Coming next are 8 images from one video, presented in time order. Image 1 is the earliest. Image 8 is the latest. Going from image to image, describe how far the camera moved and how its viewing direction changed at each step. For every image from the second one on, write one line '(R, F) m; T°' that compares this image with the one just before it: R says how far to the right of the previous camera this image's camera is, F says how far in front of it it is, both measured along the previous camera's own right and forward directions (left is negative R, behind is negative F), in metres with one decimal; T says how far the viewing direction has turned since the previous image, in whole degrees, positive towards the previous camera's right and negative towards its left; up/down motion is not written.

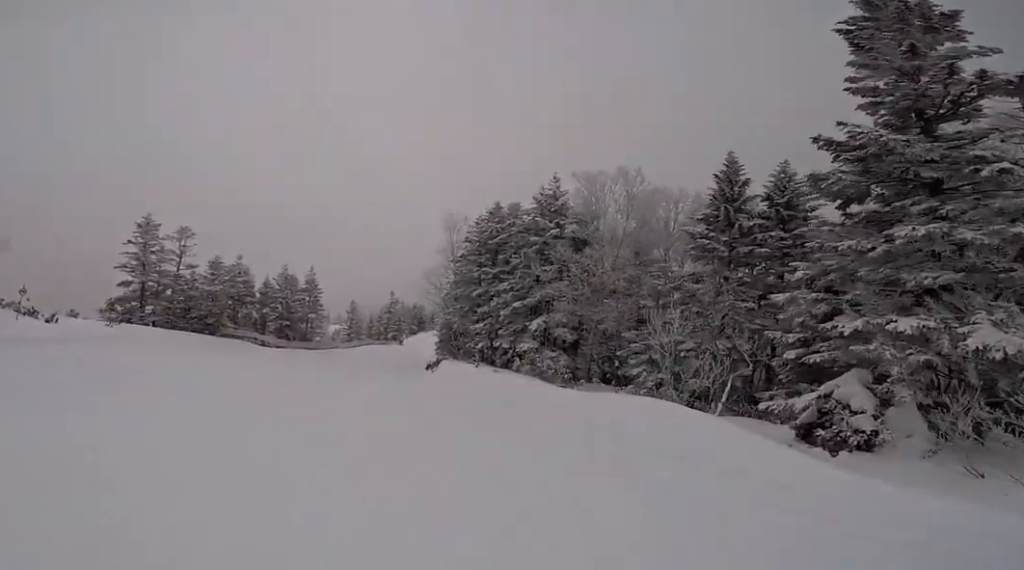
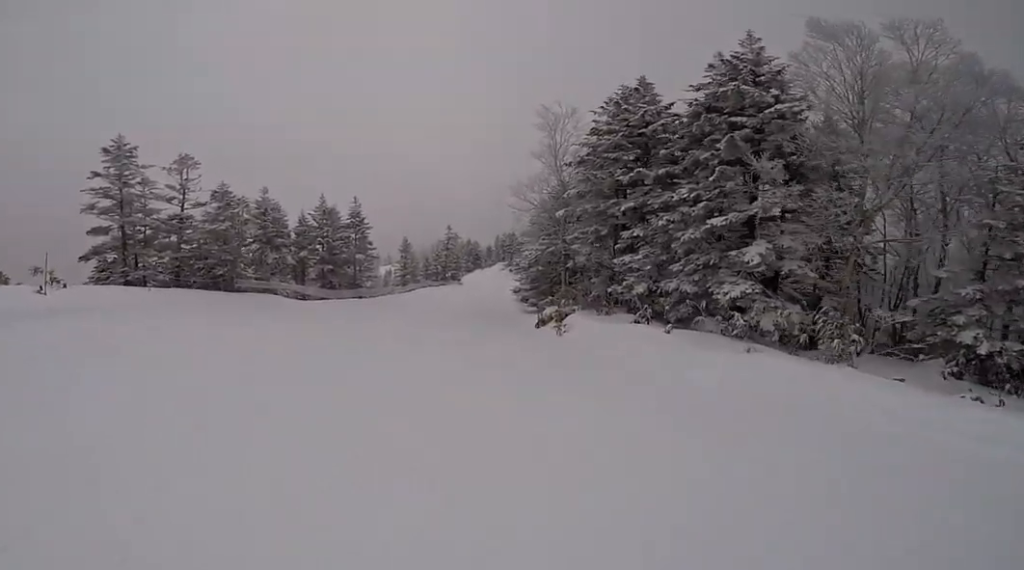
(-0.4, +9.7) m; +7°
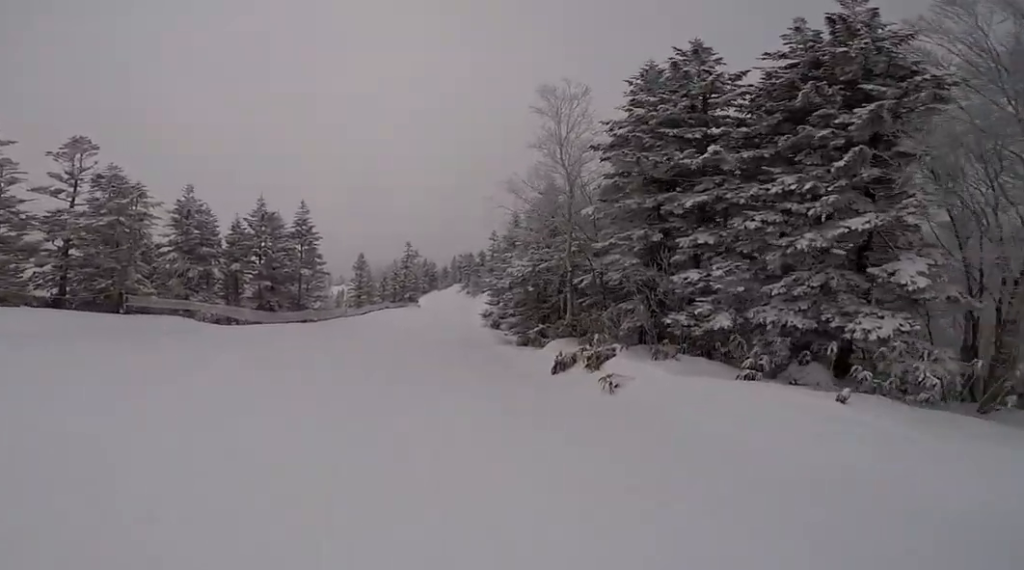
(+0.5, +6.0) m; +10°
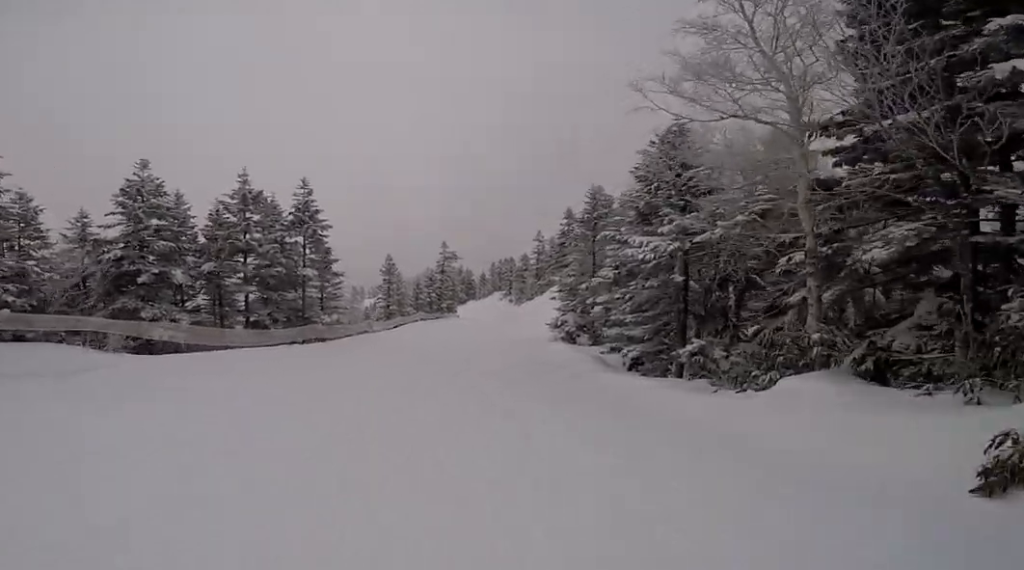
(+0.8, +8.9) m; +1°
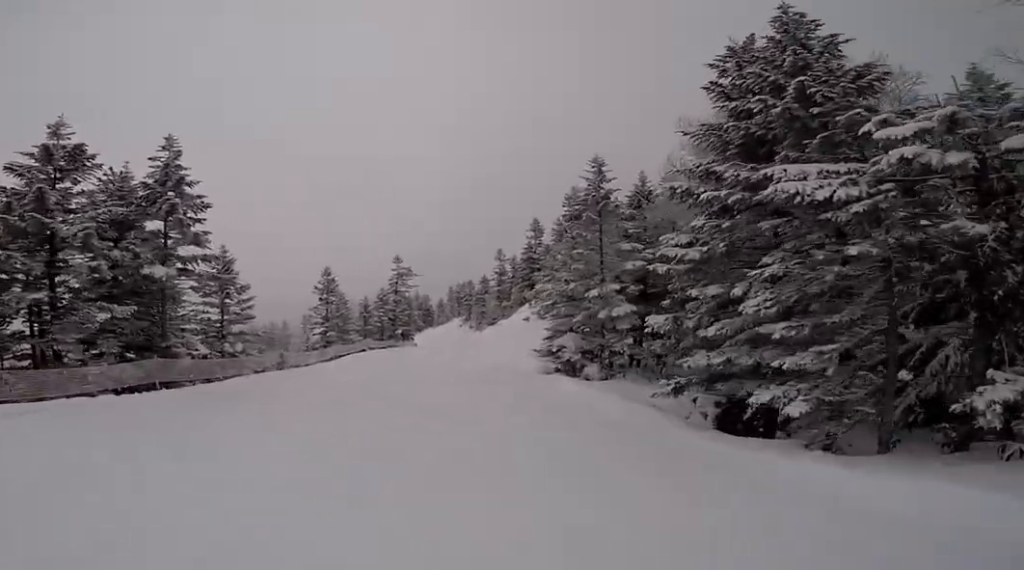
(-0.5, +8.3) m; 0°
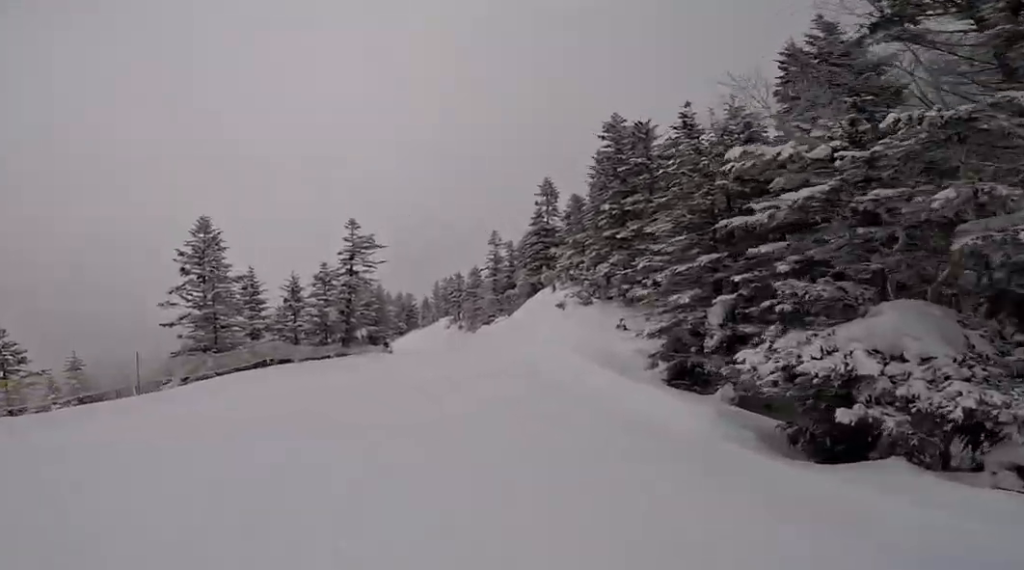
(+1.0, +13.9) m; +1°
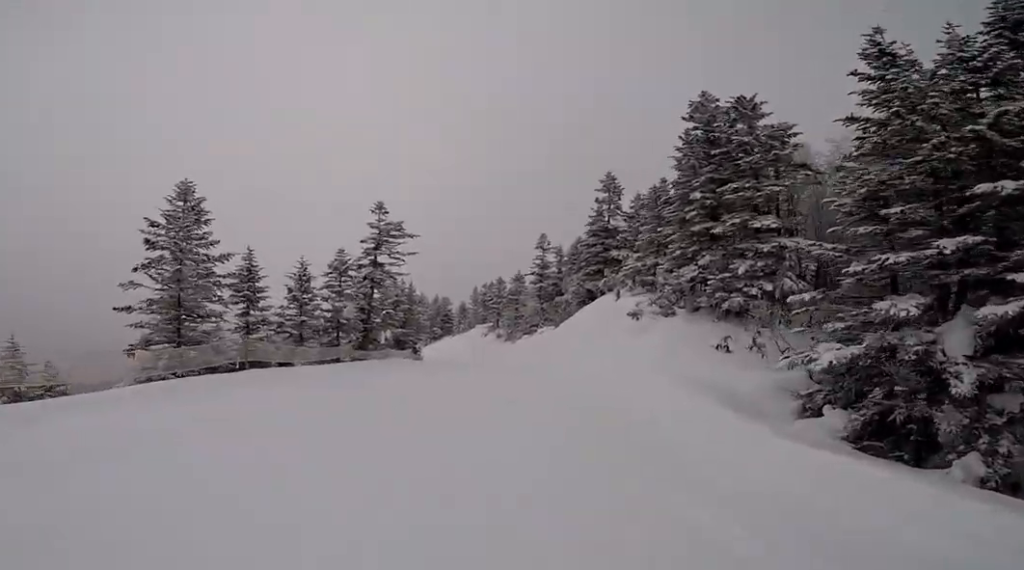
(-0.3, +4.0) m; -4°
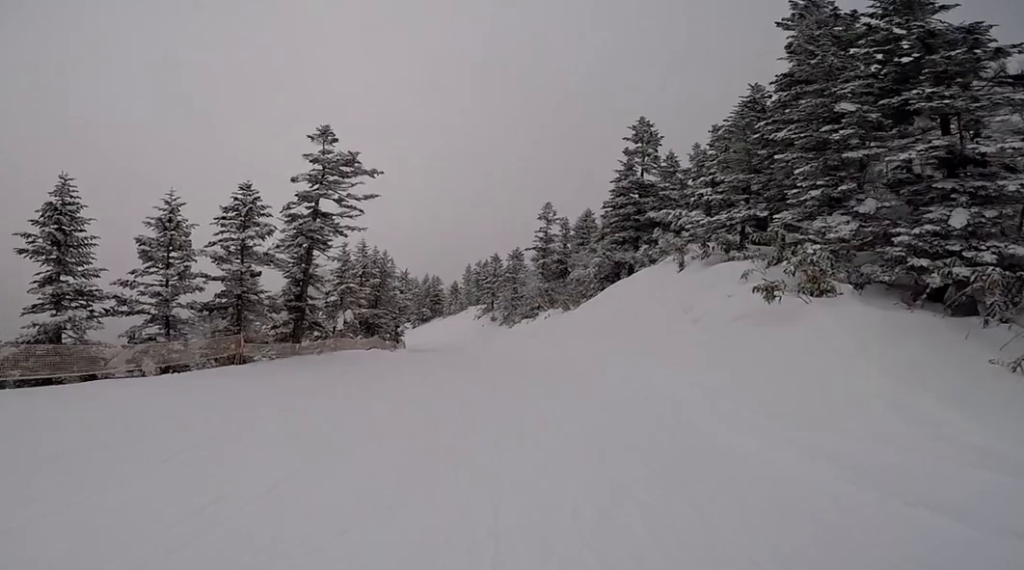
(-0.3, +7.7) m; -3°
